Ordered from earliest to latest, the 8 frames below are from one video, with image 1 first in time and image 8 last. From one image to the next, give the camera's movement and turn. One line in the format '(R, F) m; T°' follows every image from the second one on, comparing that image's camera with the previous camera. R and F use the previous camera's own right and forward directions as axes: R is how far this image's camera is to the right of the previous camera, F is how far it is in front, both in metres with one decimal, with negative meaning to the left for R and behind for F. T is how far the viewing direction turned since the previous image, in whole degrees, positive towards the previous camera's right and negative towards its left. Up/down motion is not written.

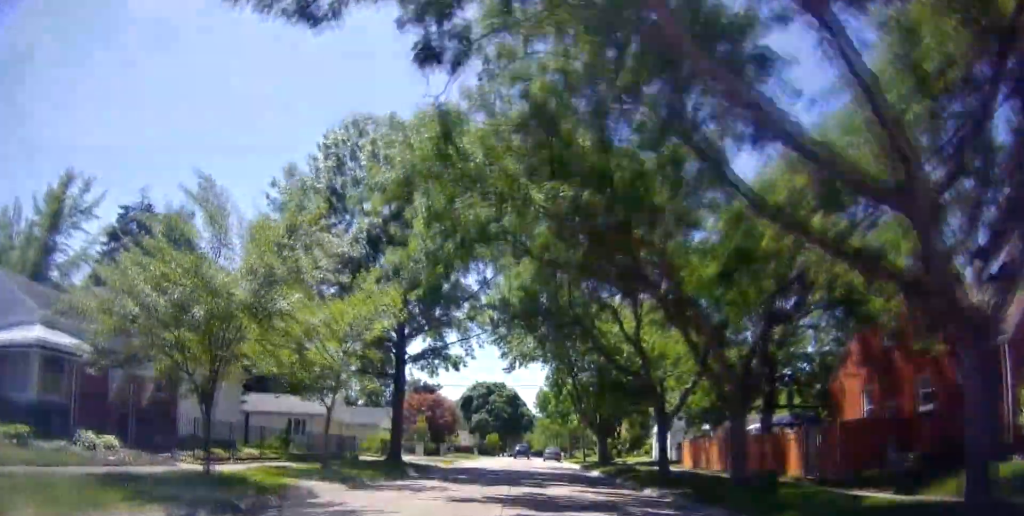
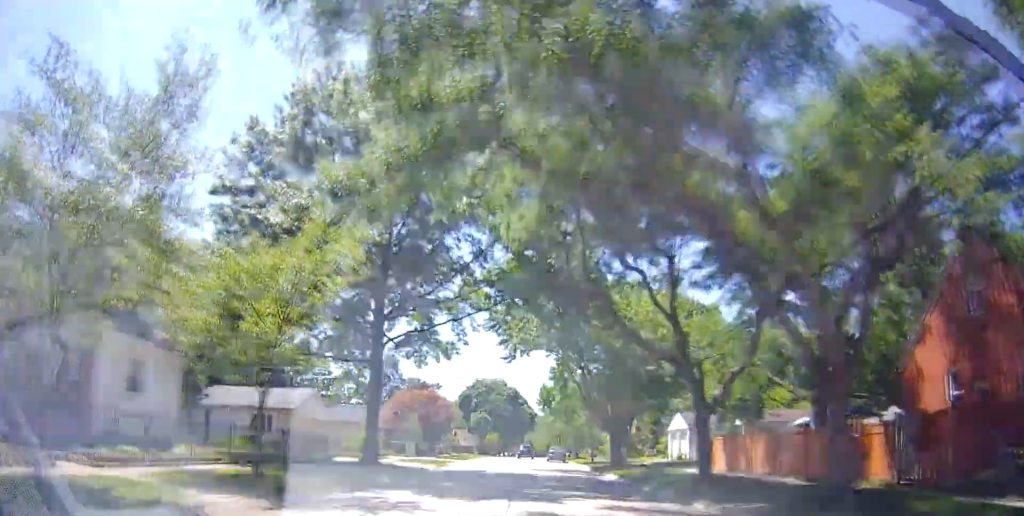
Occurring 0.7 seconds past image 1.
(0.0, +5.0) m; 0°
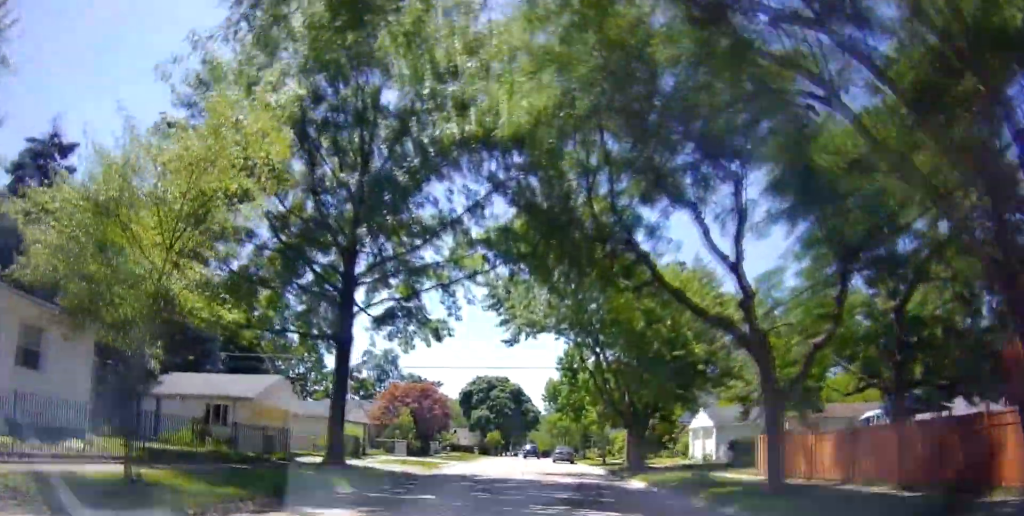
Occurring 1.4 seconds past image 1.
(0.0, +5.0) m; 0°
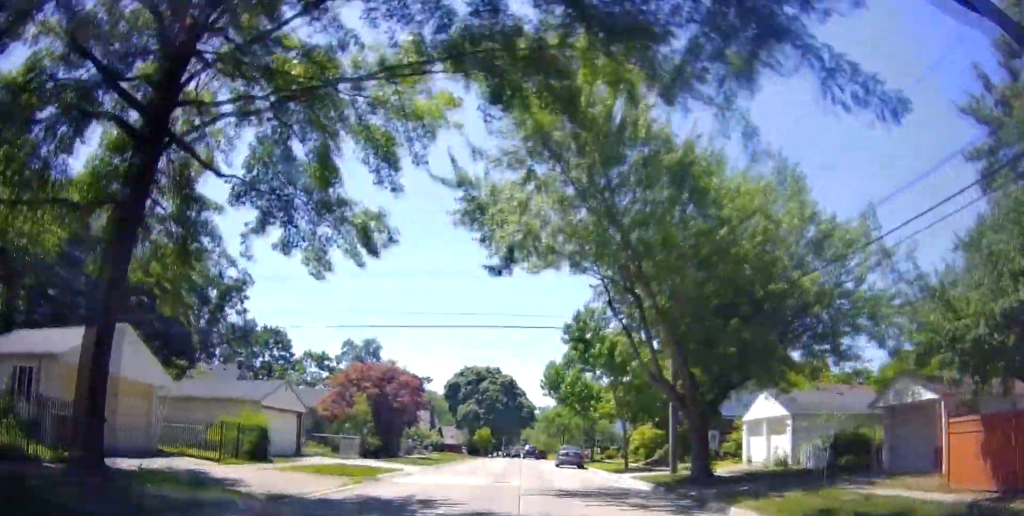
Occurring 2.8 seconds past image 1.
(0.0, +11.2) m; 0°
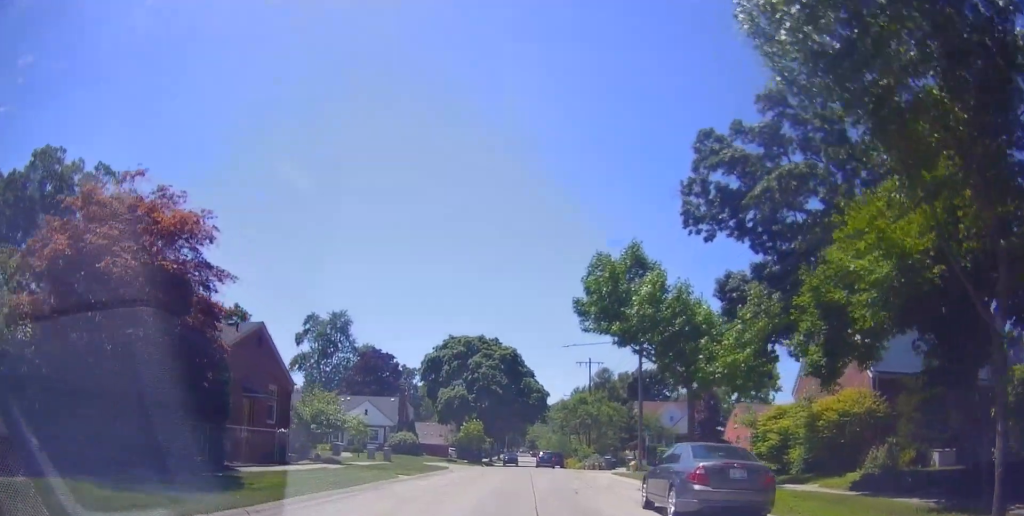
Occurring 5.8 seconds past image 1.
(-0.9, +27.7) m; -3°
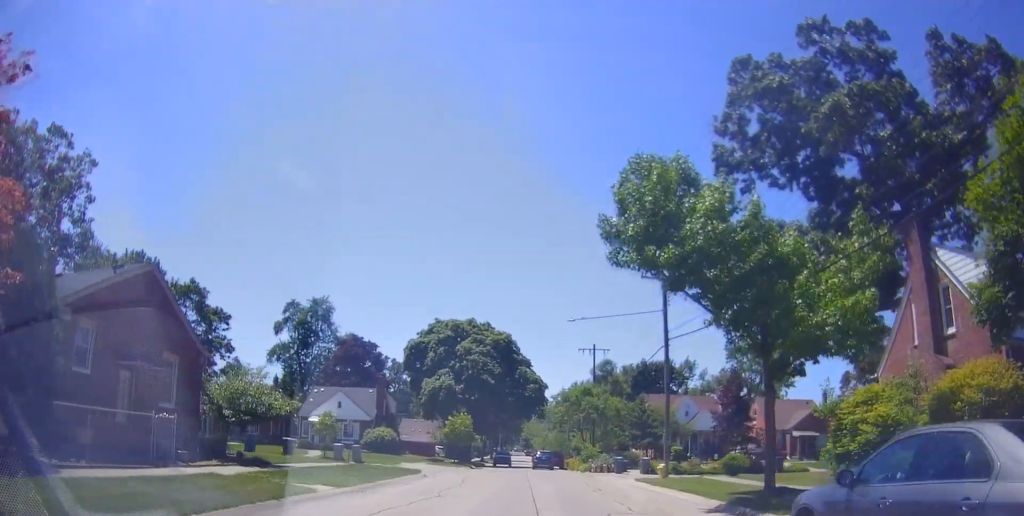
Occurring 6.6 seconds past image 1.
(+0.3, +7.7) m; +2°
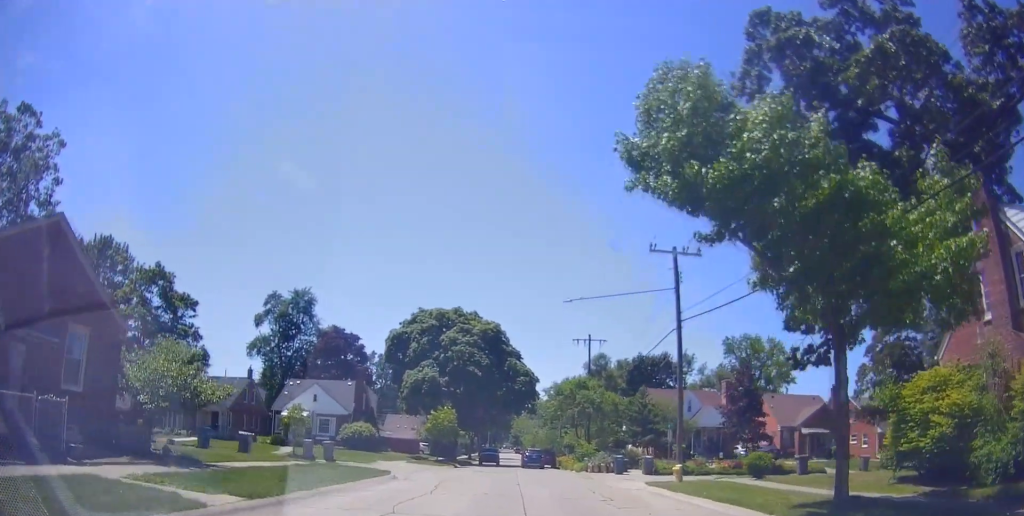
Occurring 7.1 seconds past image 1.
(+0.1, +4.2) m; +1°
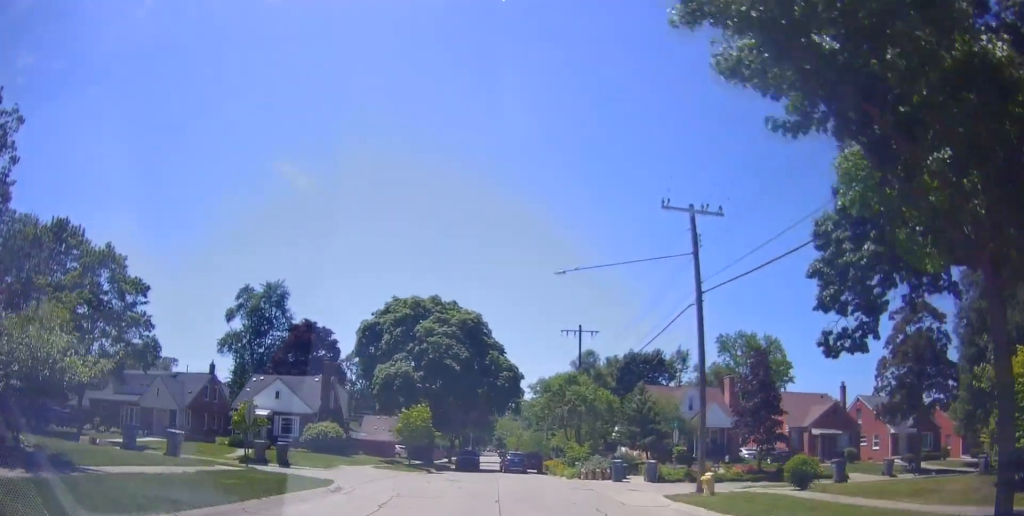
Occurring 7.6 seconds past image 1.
(0.0, +5.1) m; 0°
